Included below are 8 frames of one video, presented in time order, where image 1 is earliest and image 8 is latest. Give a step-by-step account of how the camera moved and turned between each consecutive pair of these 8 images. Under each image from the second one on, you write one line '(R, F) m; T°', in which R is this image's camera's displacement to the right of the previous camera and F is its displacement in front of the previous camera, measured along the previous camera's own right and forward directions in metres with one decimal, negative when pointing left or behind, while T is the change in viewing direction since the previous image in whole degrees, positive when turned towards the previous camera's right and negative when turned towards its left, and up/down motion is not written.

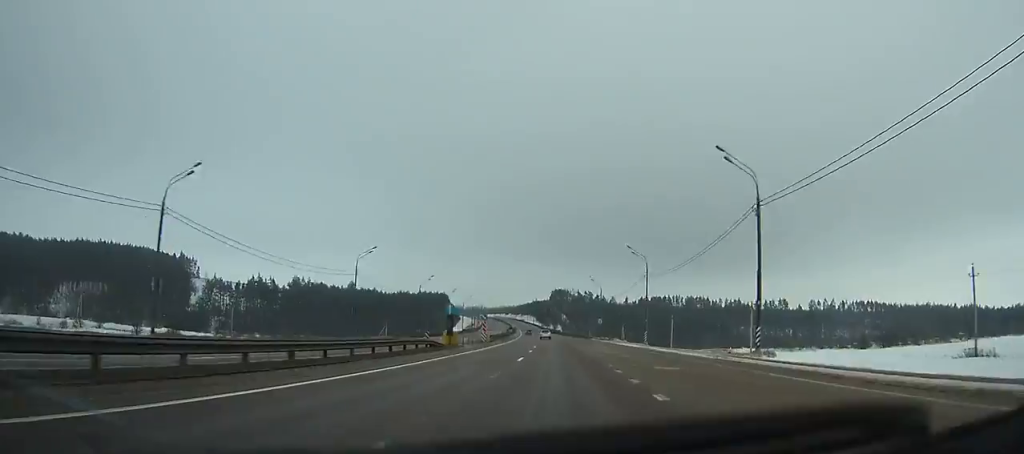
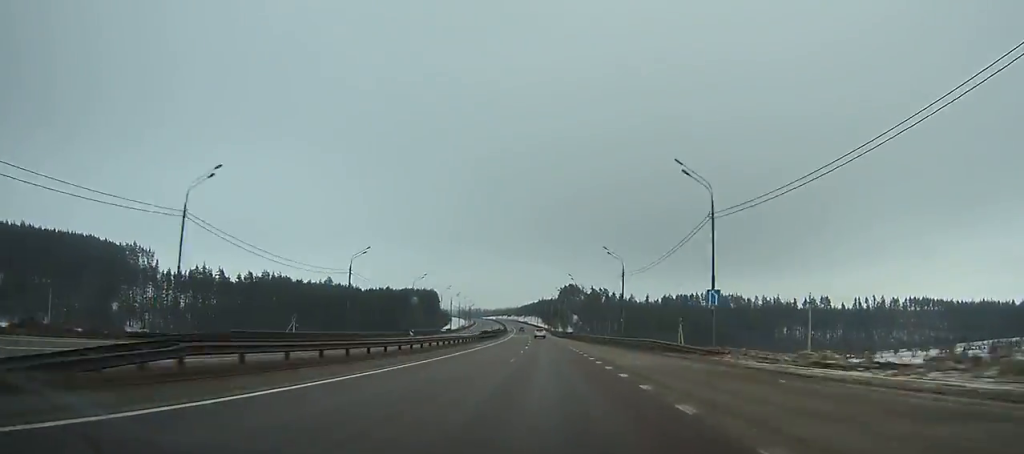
(-0.7, +70.5) m; -1°
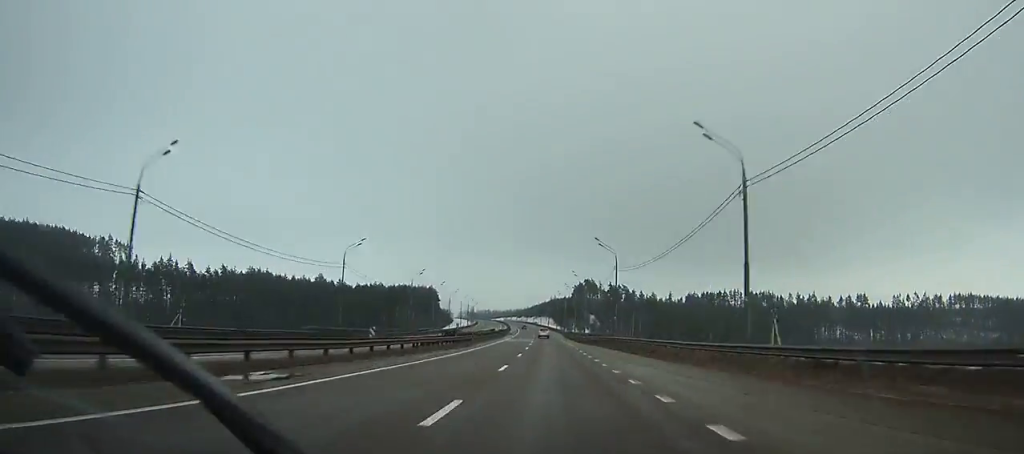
(-0.5, +40.9) m; -1°
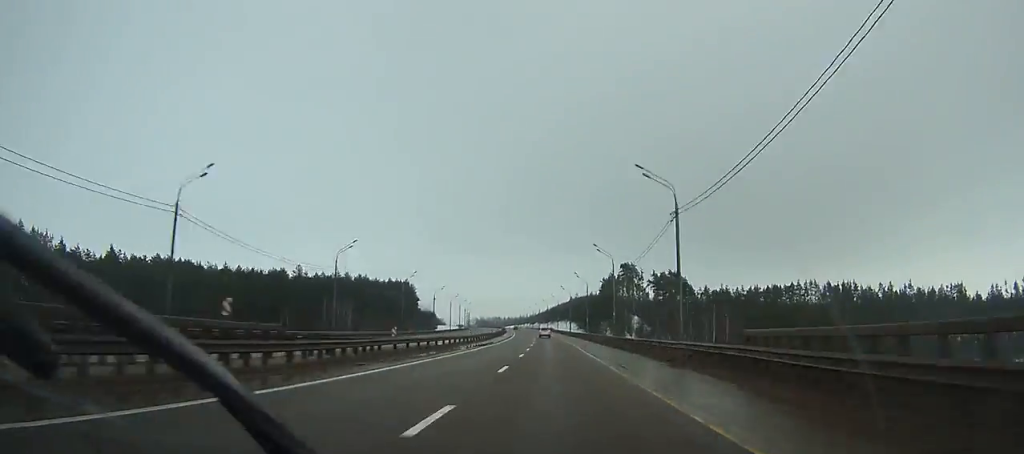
(-1.7, +95.4) m; -2°
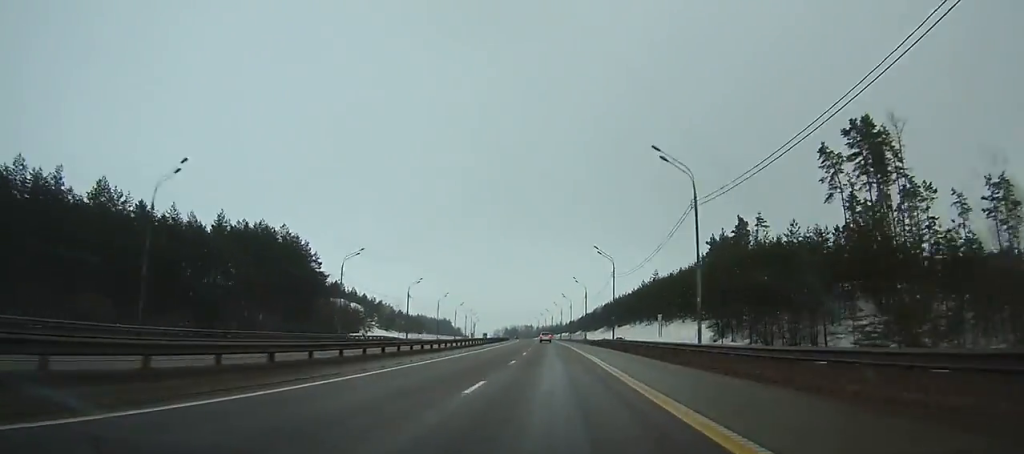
(-3.8, +144.0) m; -3°
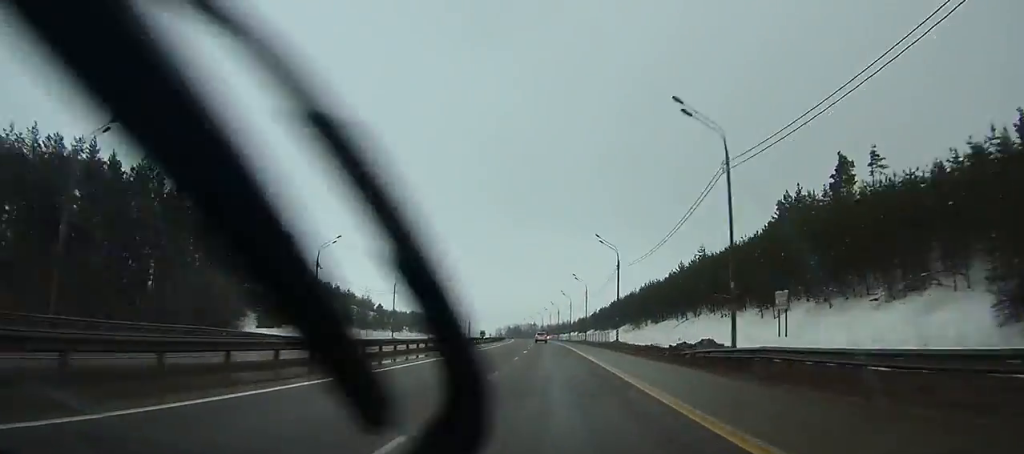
(-0.3, +43.4) m; -1°
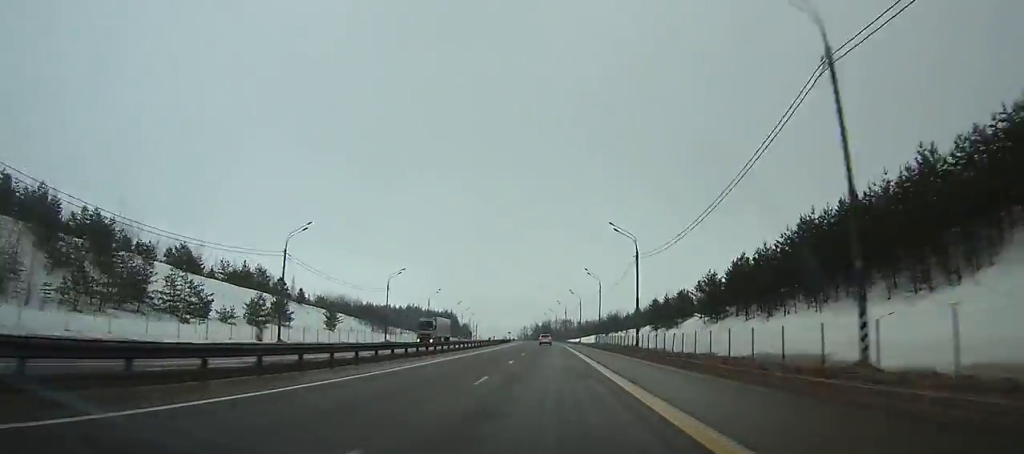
(-2.9, +116.4) m; -3°
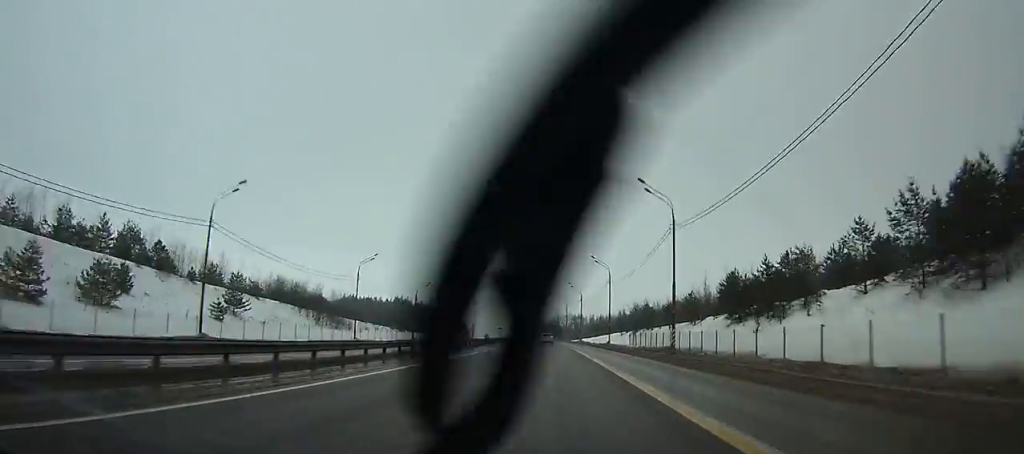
(-0.6, +48.6) m; -1°
